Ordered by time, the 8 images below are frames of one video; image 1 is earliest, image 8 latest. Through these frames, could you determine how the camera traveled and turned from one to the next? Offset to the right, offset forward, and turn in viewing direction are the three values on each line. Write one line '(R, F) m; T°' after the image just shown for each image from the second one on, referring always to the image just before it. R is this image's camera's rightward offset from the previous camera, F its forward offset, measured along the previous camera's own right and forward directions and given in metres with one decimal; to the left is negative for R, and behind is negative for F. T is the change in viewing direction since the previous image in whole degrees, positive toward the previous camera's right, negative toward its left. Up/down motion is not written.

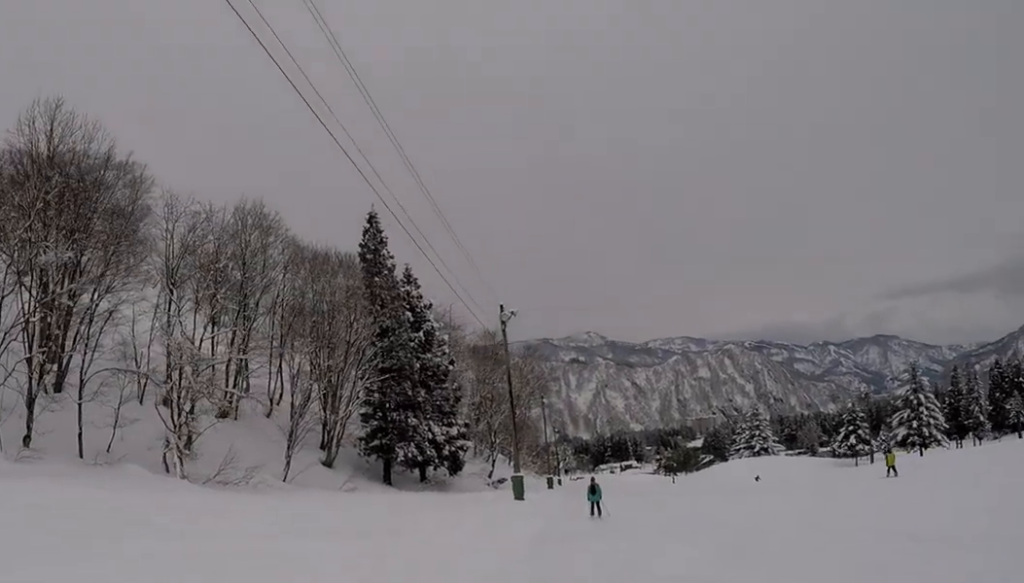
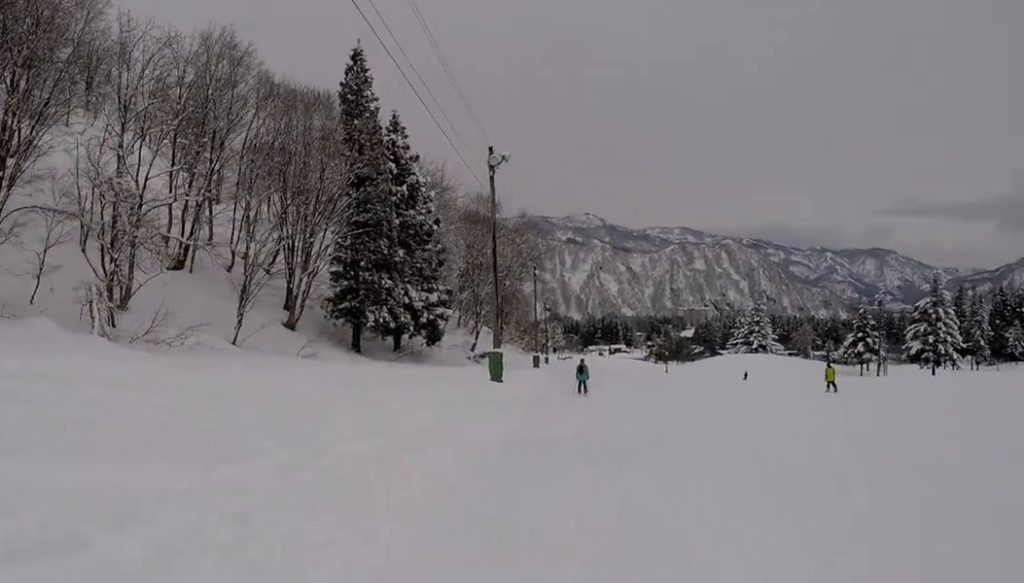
(0.0, +7.3) m; +2°
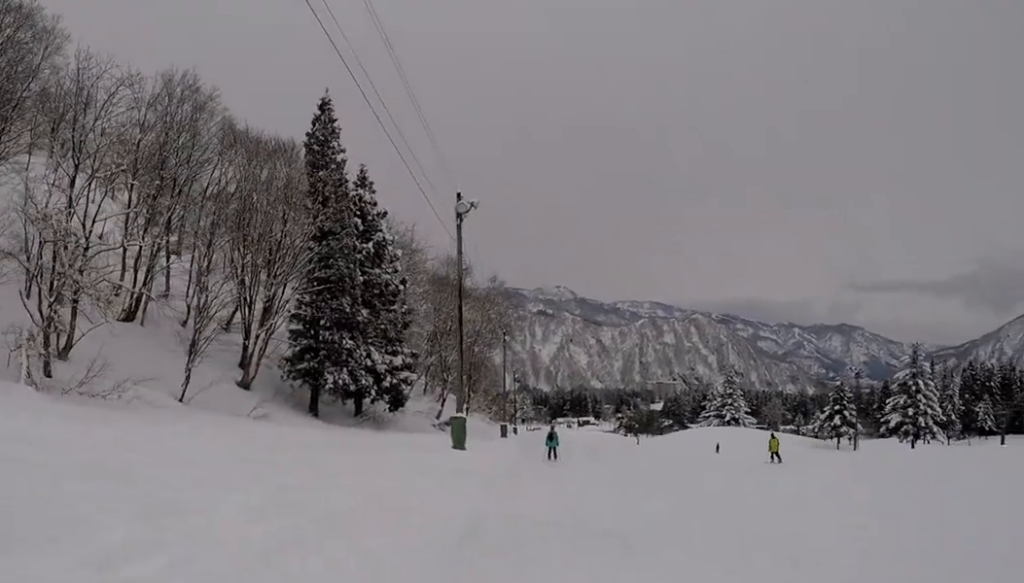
(0.0, +3.3) m; -1°
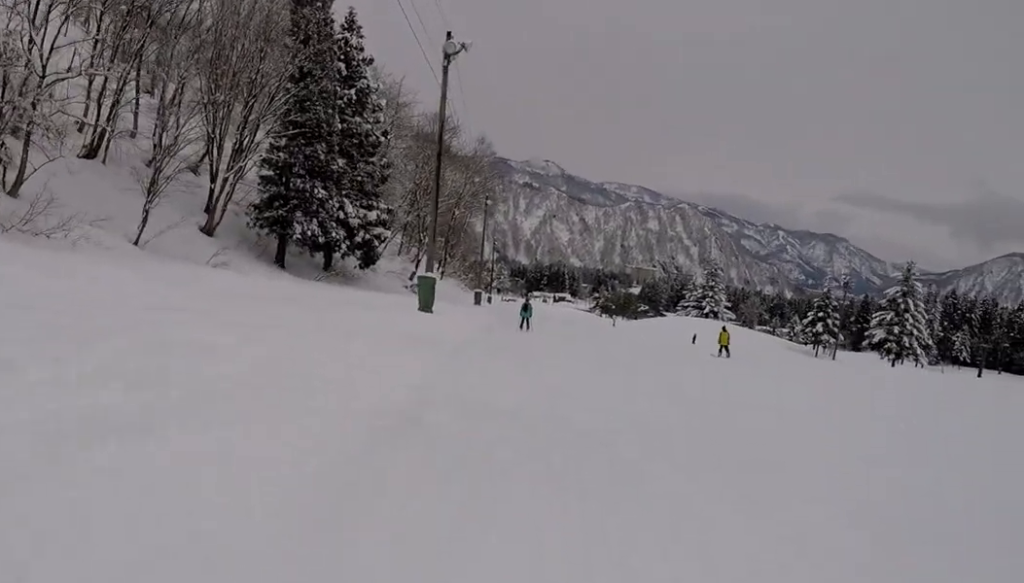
(+0.6, +2.7) m; -1°
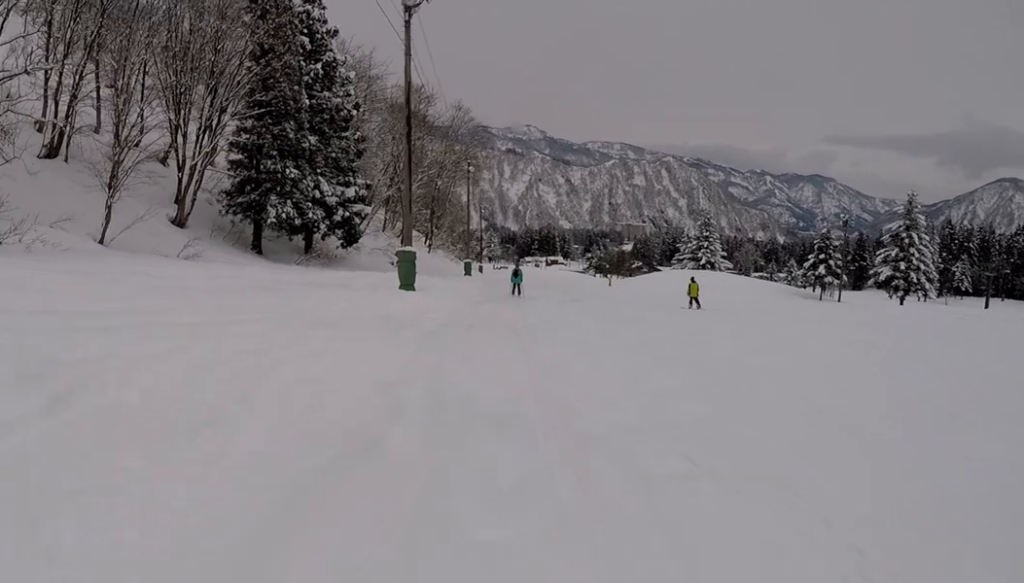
(+0.1, +2.6) m; -1°
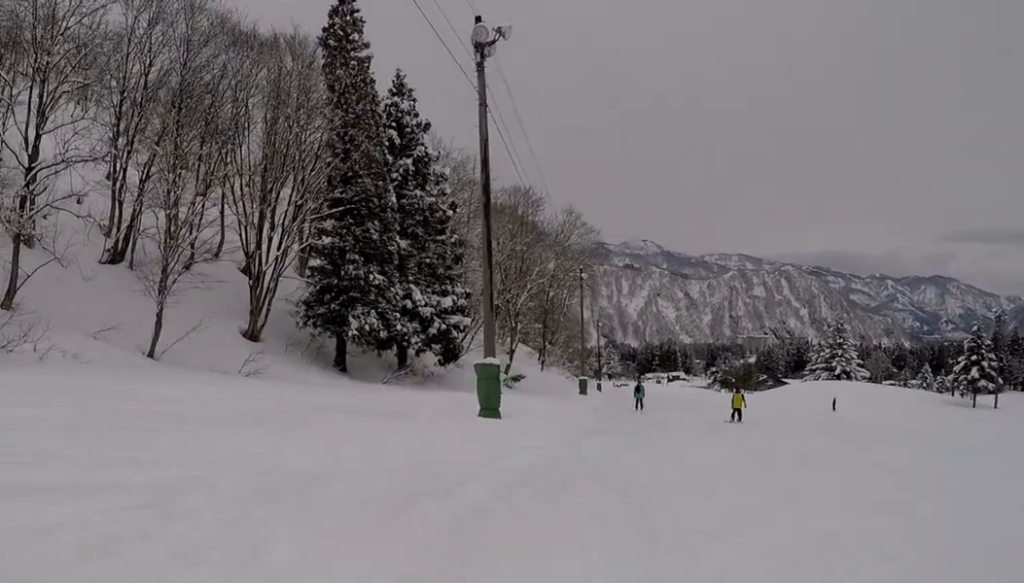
(-0.7, +7.2) m; +1°
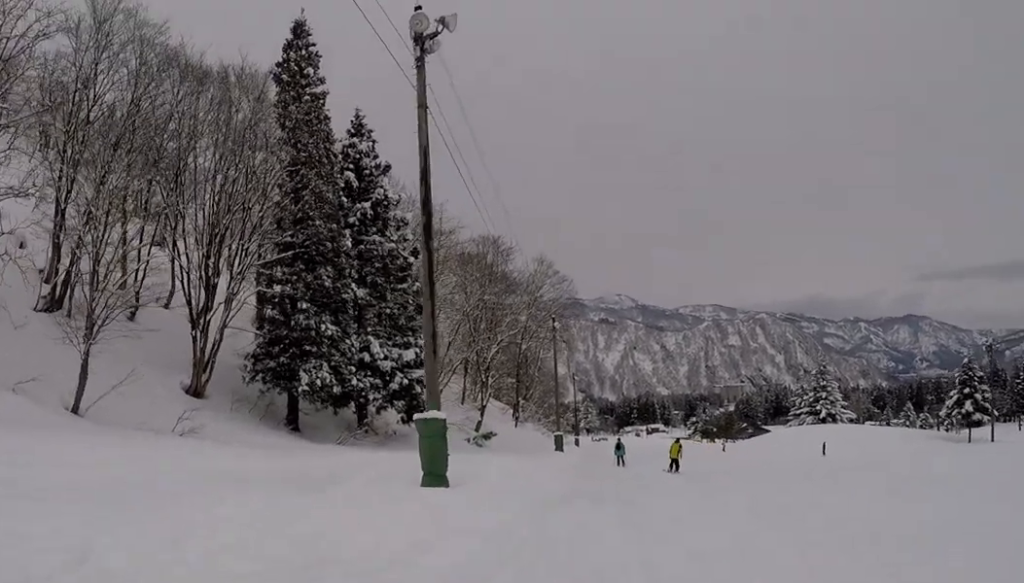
(+1.1, +4.0) m; 0°
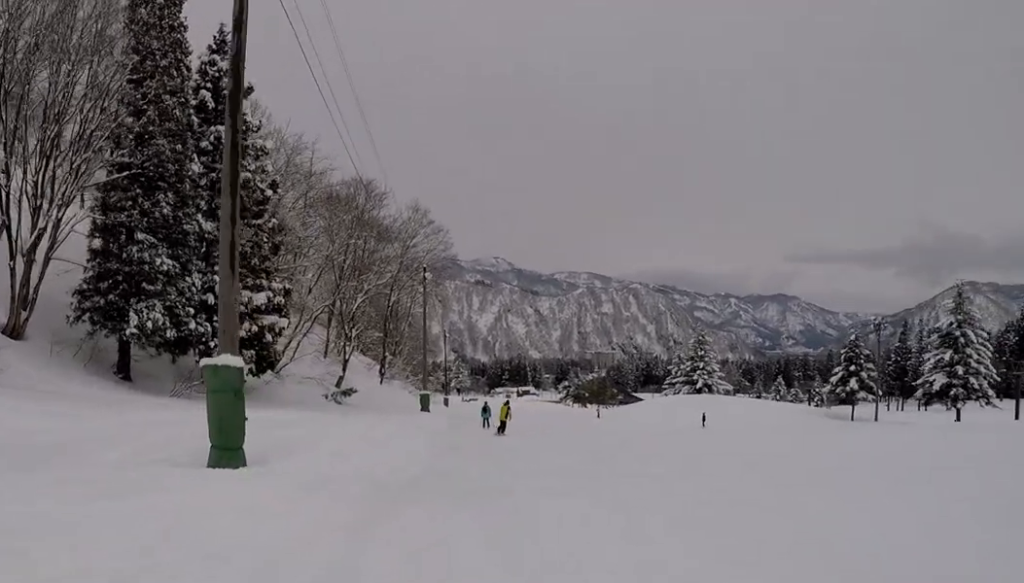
(-1.4, +5.3) m; 0°
